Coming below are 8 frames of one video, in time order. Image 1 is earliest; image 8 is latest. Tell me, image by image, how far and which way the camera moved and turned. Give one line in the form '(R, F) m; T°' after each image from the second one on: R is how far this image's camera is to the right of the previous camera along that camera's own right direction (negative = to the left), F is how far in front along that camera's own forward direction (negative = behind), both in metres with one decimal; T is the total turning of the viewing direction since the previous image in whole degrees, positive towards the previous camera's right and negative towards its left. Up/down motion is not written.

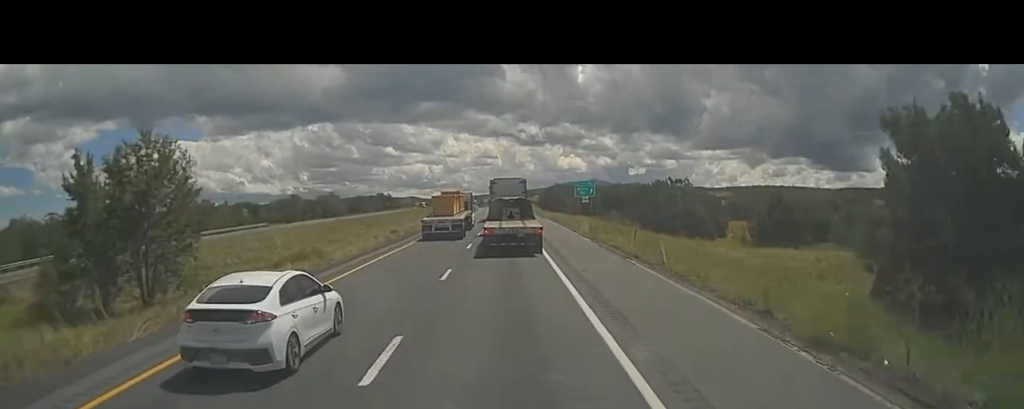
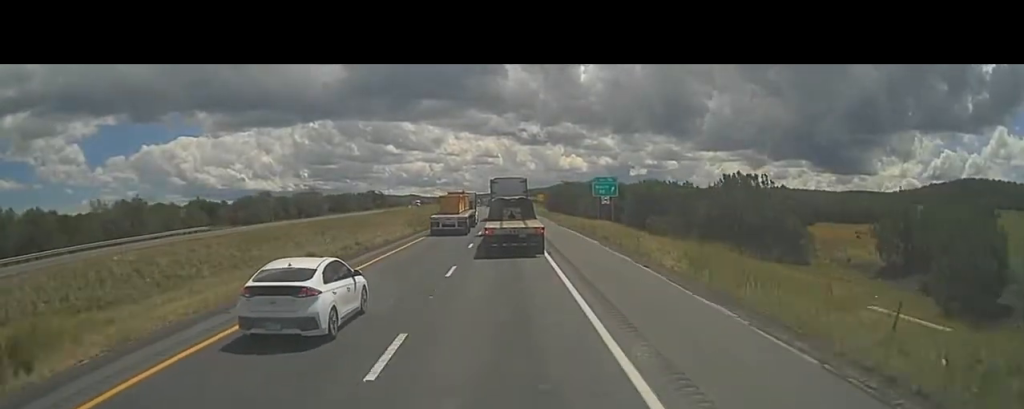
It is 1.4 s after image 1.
(-0.3, +23.8) m; 0°
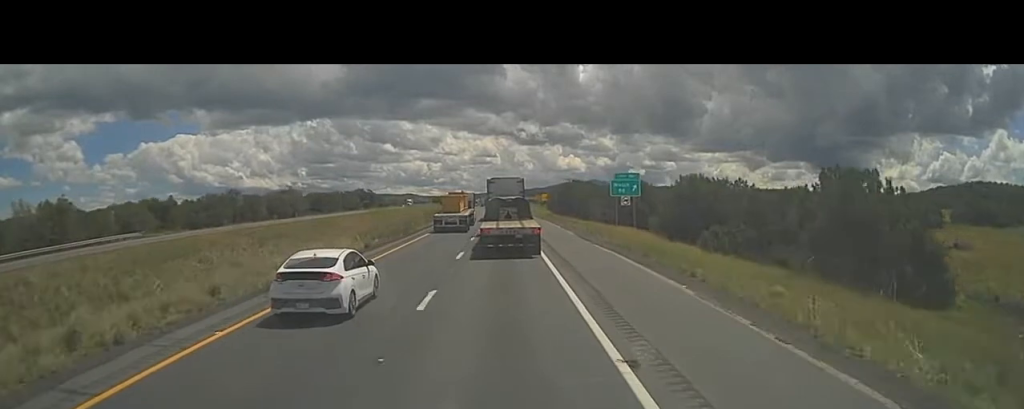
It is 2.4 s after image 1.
(+0.4, +18.7) m; 0°
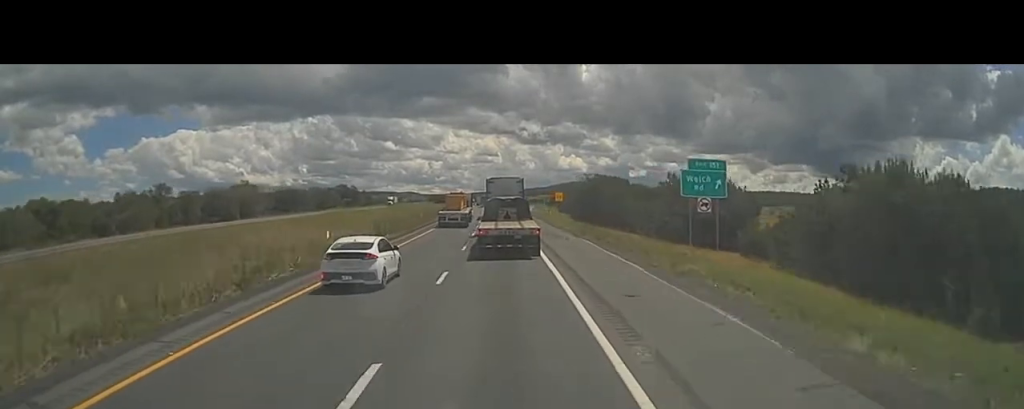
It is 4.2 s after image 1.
(+0.1, +32.0) m; 0°
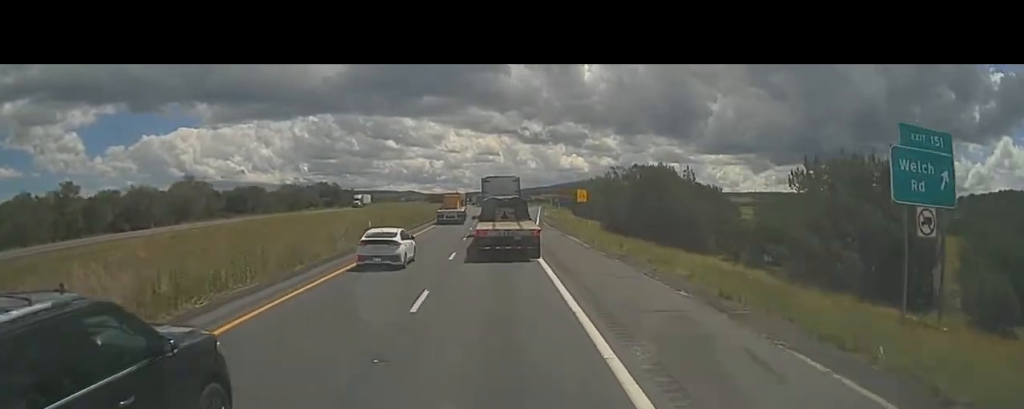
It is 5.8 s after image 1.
(-0.9, +28.8) m; -1°
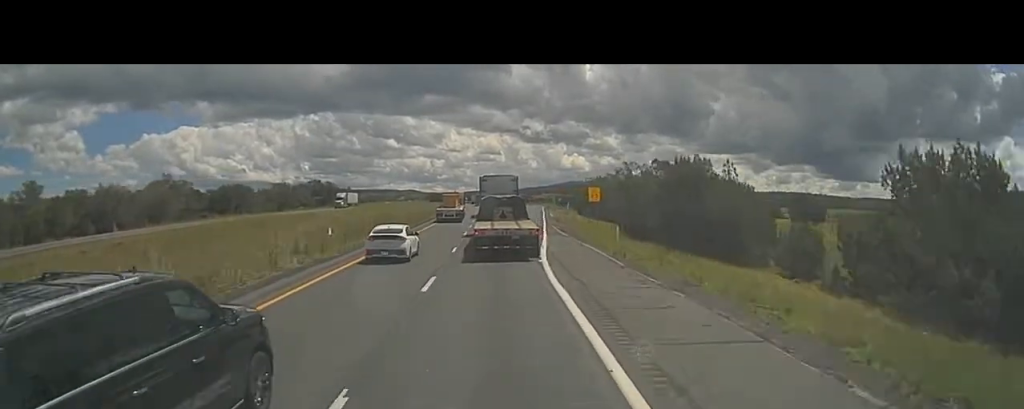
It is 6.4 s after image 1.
(0.0, +9.7) m; +1°
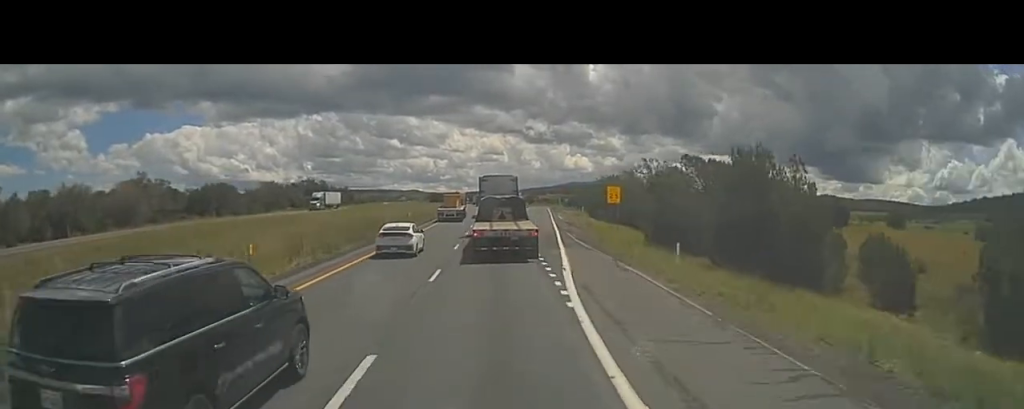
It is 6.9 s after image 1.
(+0.3, +9.8) m; 0°
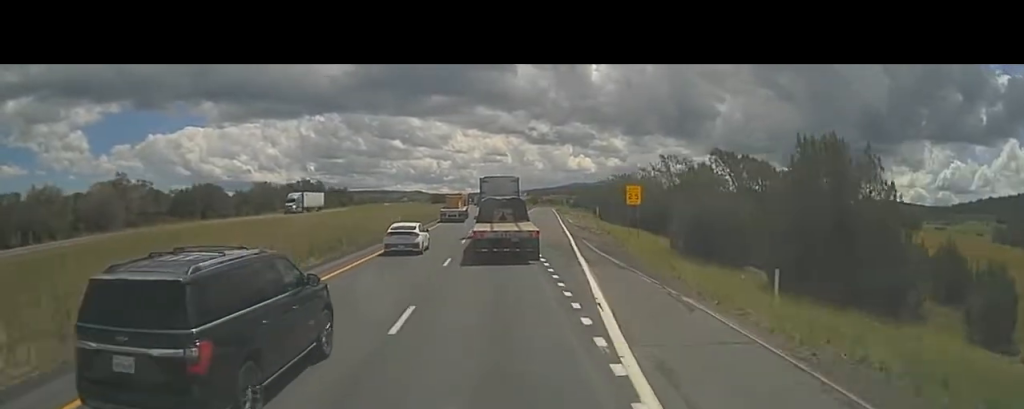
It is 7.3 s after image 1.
(+0.1, +7.3) m; 0°
